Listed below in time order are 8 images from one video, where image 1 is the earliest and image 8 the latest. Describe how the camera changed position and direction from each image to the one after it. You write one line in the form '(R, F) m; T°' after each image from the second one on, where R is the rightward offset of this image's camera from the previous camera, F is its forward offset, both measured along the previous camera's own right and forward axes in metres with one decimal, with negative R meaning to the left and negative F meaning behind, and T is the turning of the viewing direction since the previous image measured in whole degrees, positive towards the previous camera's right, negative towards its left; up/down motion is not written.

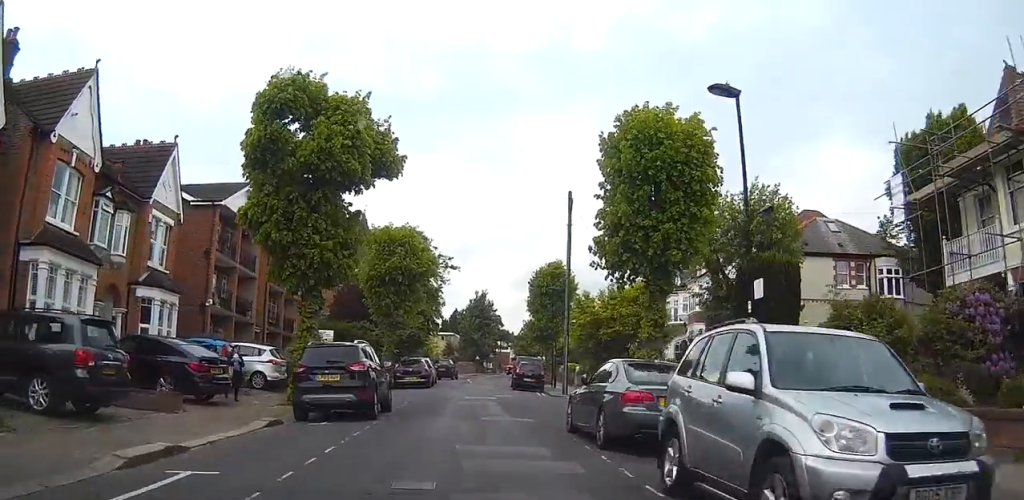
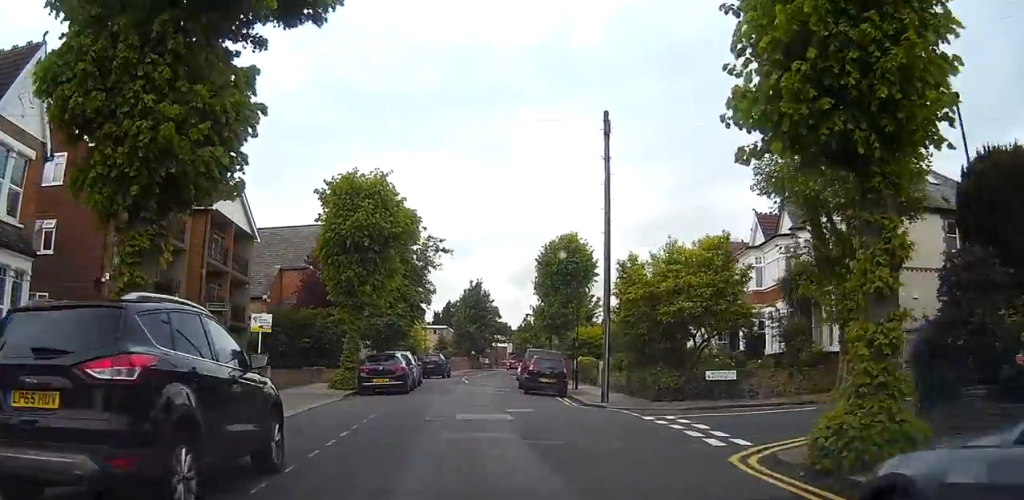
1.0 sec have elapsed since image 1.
(+0.1, +10.8) m; 0°
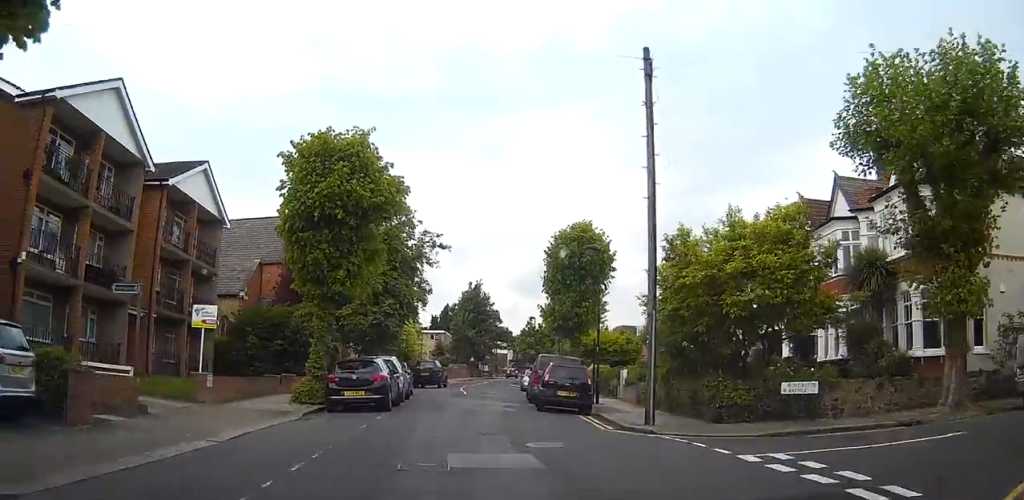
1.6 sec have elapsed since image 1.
(0.0, +5.9) m; 0°
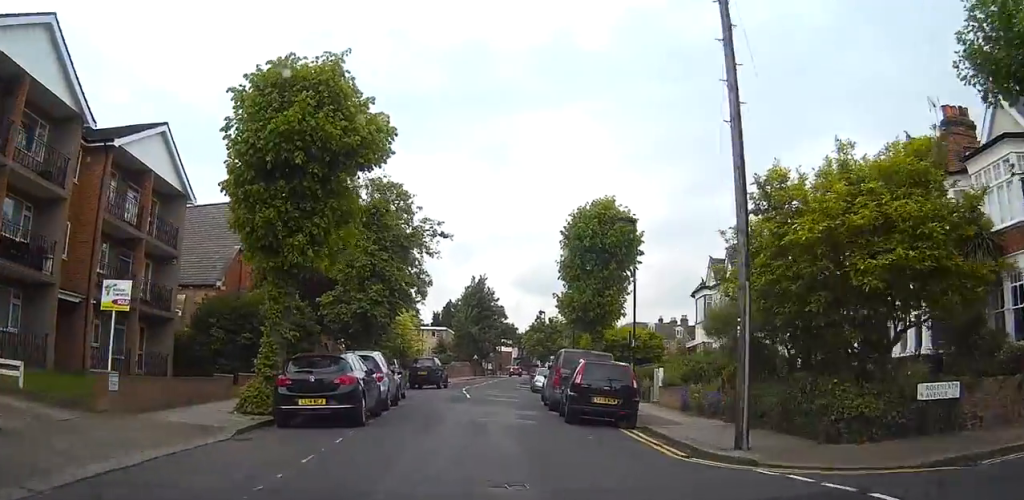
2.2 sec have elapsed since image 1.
(0.0, +5.9) m; 0°
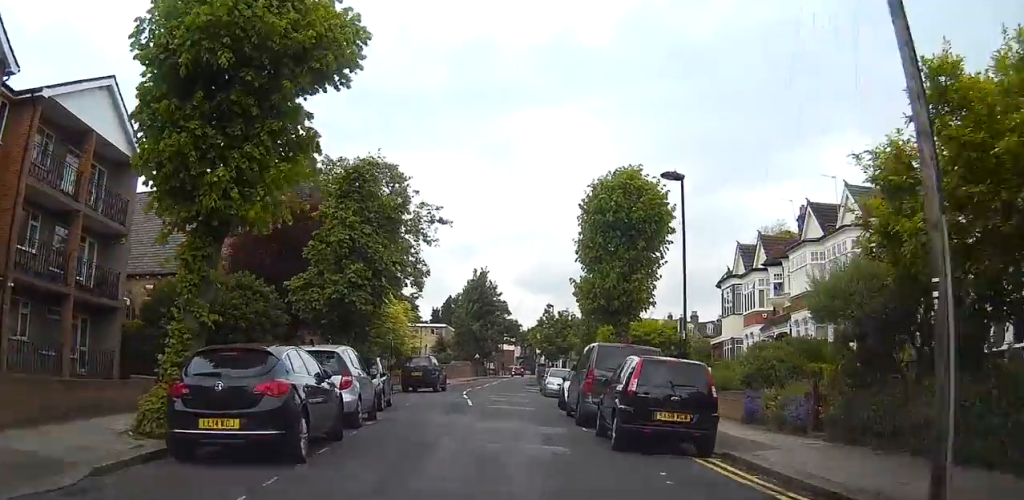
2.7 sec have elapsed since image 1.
(0.0, +5.4) m; 0°
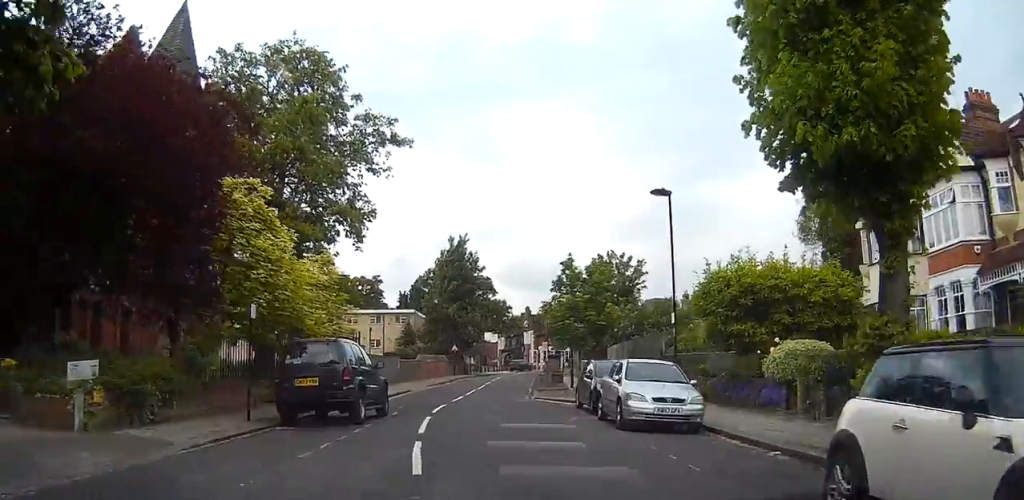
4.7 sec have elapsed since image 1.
(+0.2, +20.7) m; +2°
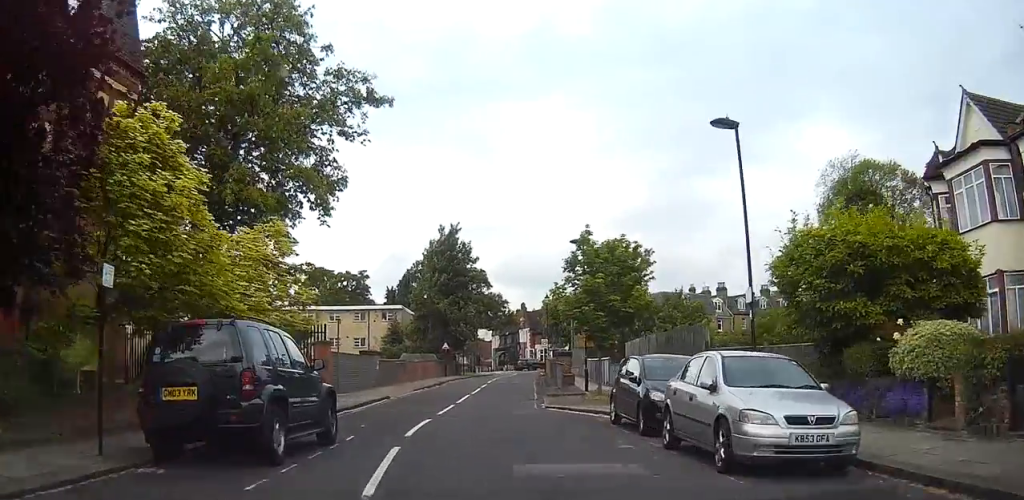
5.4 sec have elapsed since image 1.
(+0.1, +6.5) m; +1°
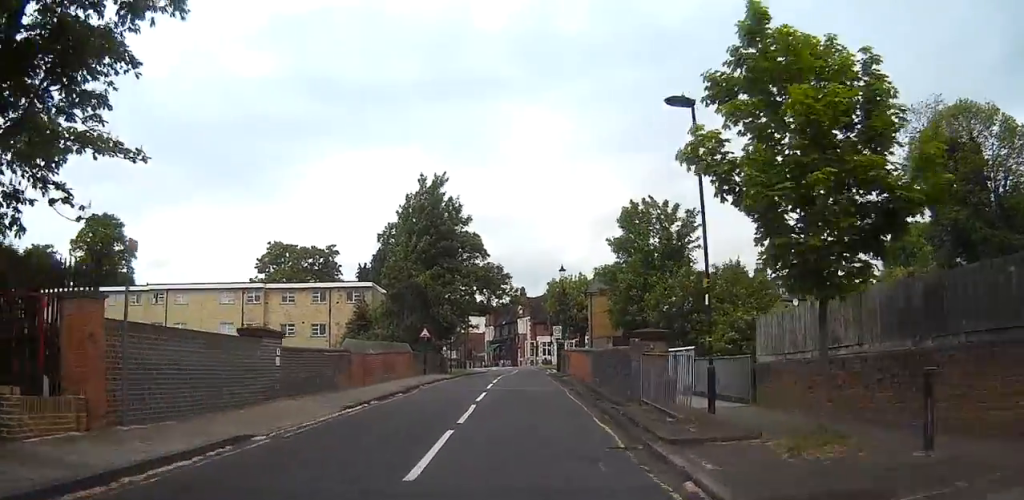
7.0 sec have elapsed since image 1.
(-0.2, +16.9) m; -1°
